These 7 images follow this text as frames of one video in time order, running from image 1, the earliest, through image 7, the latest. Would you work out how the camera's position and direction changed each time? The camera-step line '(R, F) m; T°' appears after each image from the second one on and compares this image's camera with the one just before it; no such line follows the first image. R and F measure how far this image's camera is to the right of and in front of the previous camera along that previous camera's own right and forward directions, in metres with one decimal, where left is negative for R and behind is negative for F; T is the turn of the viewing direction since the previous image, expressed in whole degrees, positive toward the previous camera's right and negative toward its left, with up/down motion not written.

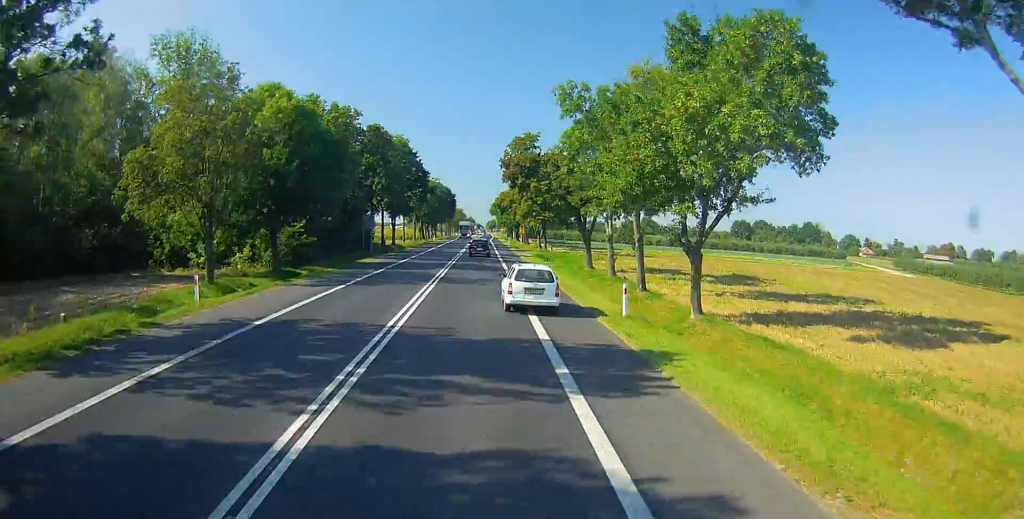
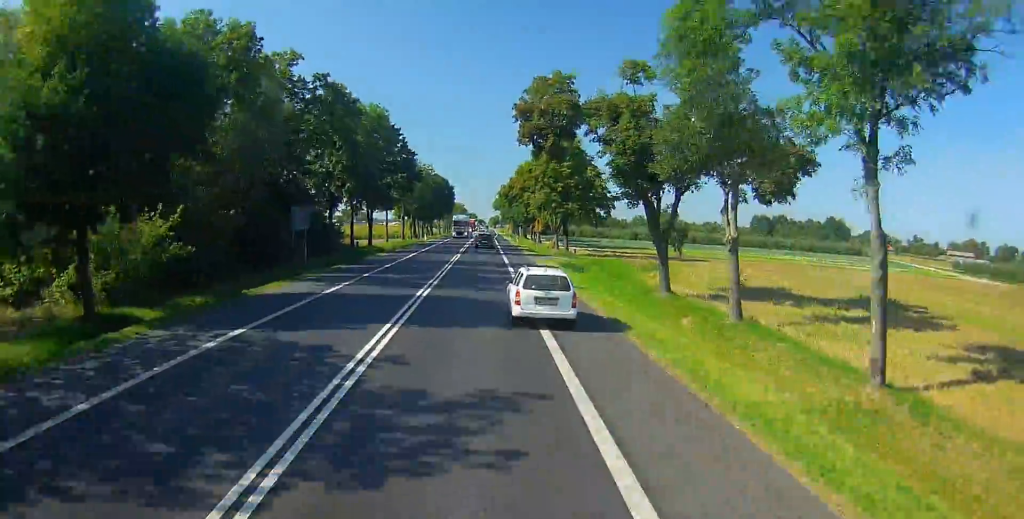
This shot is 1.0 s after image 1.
(+0.3, +22.8) m; +1°
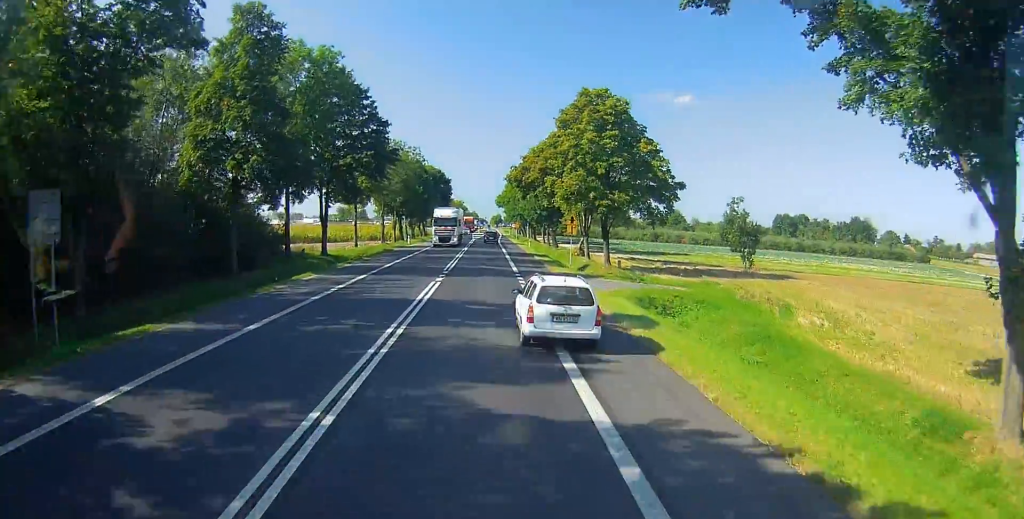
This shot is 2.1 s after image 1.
(0.0, +23.7) m; 0°
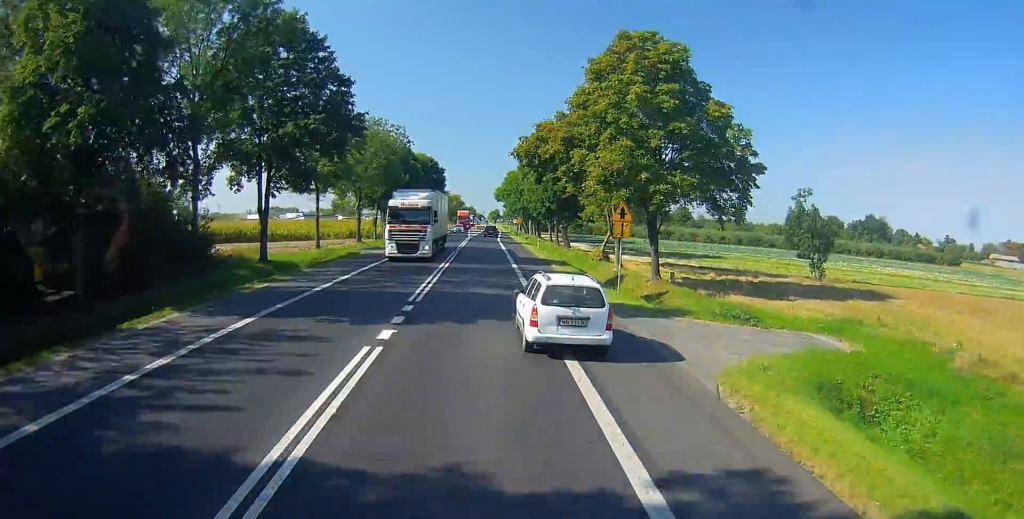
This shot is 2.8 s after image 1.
(0.0, +15.2) m; 0°
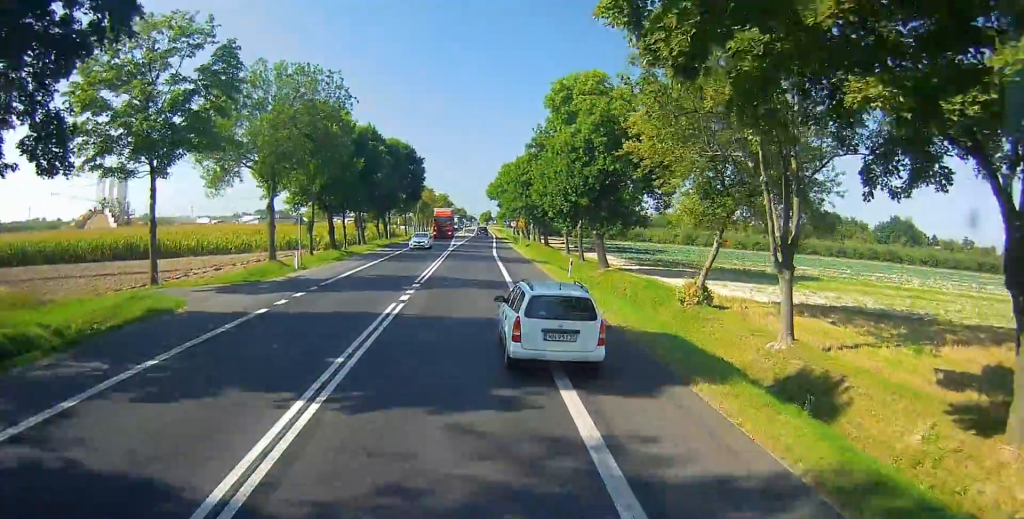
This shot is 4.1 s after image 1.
(-0.1, +27.8) m; 0°
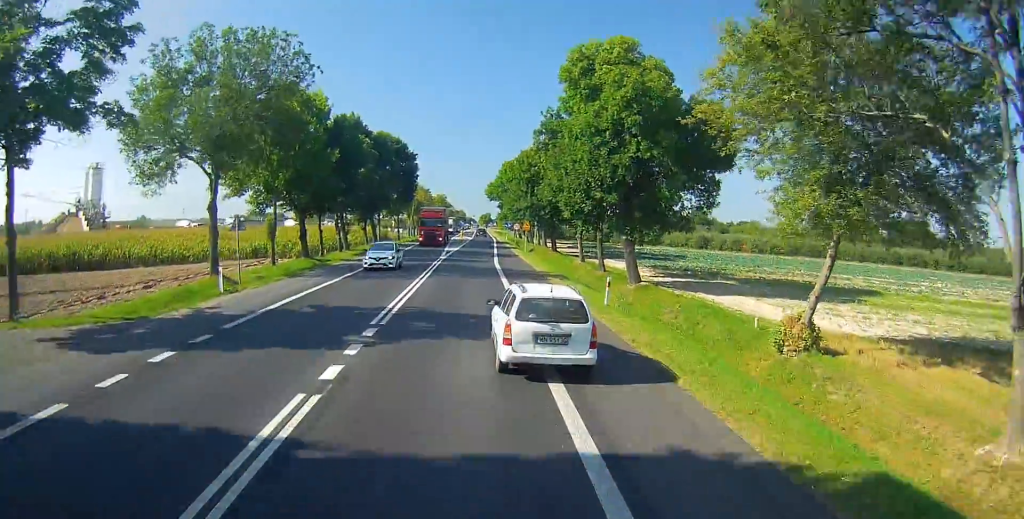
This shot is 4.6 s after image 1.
(0.0, +10.3) m; 0°
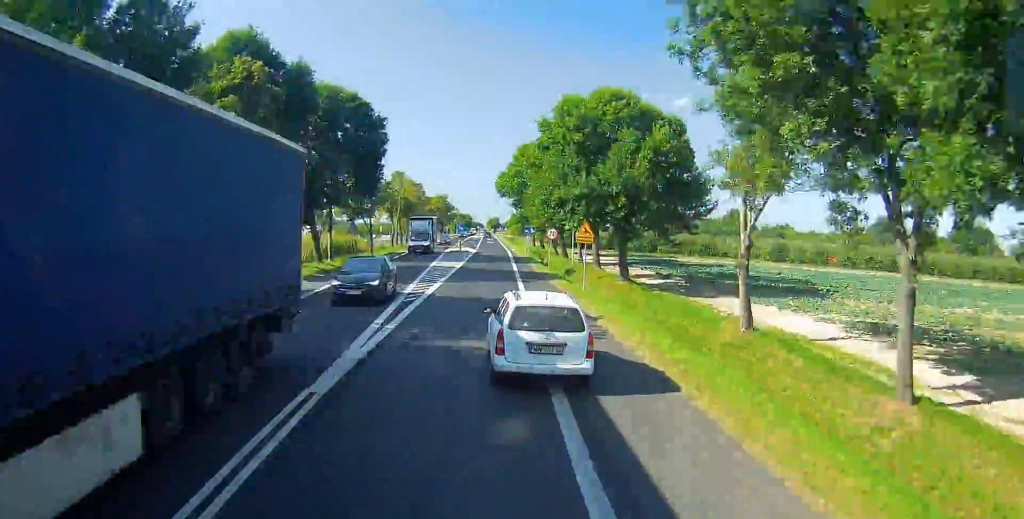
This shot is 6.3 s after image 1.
(0.0, +35.5) m; 0°
